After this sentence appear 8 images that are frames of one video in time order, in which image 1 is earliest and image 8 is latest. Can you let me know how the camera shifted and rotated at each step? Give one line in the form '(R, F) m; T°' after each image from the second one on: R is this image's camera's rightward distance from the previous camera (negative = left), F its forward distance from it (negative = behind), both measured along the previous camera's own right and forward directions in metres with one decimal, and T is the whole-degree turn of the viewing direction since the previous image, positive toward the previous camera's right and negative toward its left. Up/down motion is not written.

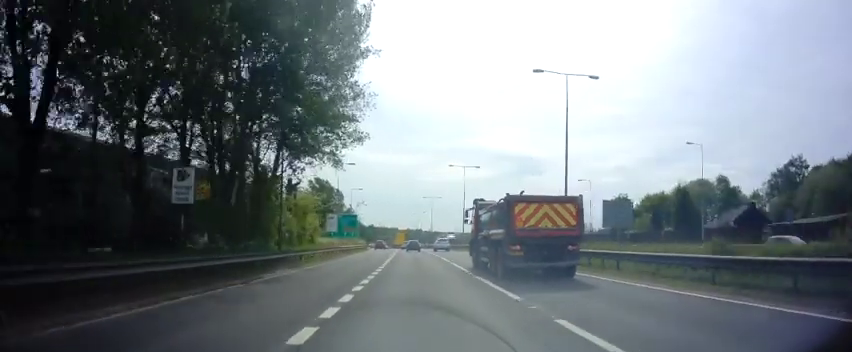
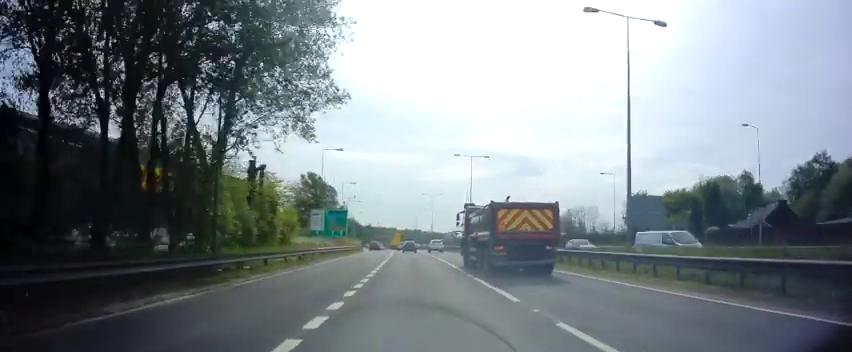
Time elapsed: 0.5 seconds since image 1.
(0.0, +9.2) m; 0°
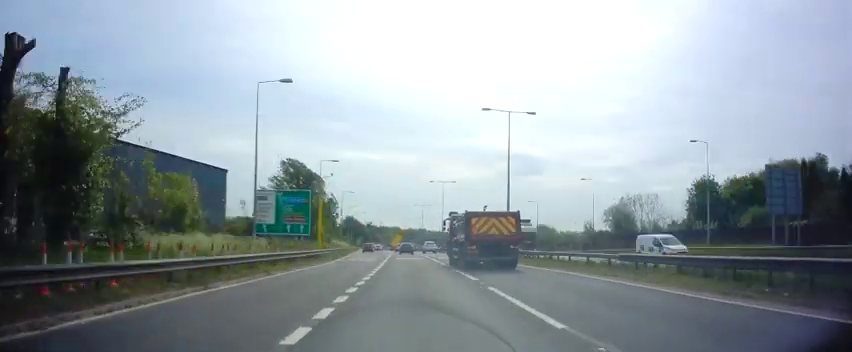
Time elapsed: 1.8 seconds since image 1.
(0.0, +21.3) m; 0°
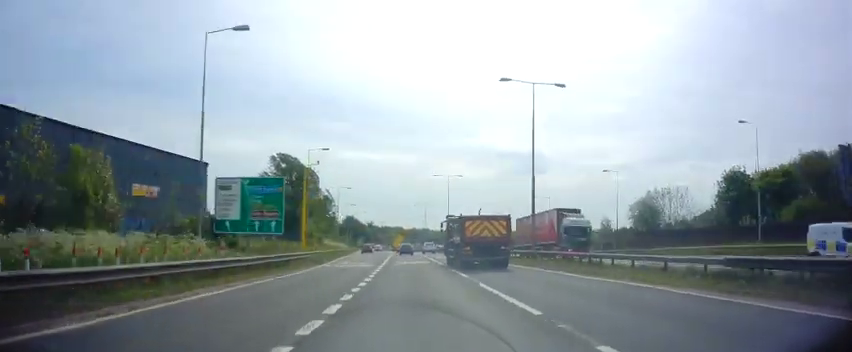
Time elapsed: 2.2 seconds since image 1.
(-0.2, +7.4) m; 0°
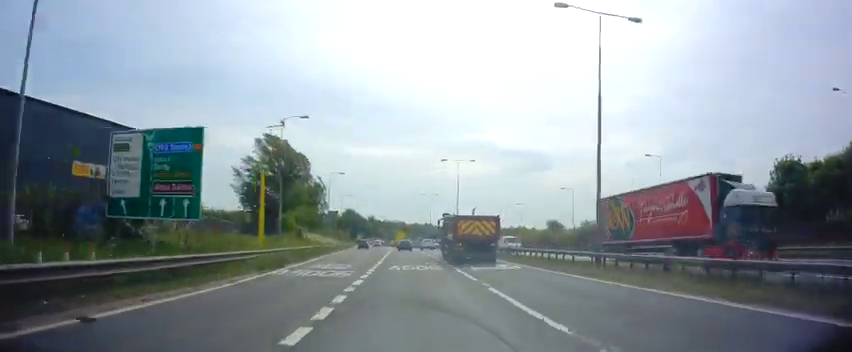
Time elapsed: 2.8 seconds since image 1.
(+0.1, +10.8) m; 0°
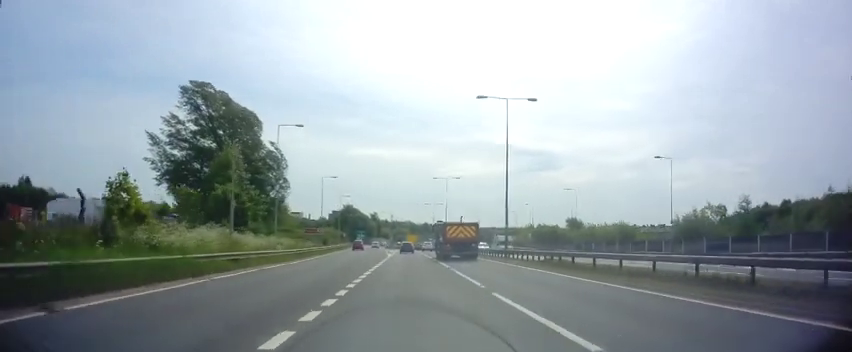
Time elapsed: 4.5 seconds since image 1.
(-0.5, +28.4) m; -4°
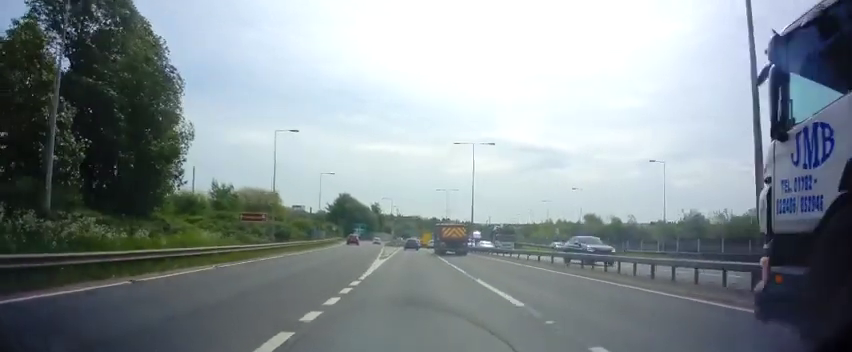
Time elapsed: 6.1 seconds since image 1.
(-0.1, +25.9) m; +2°
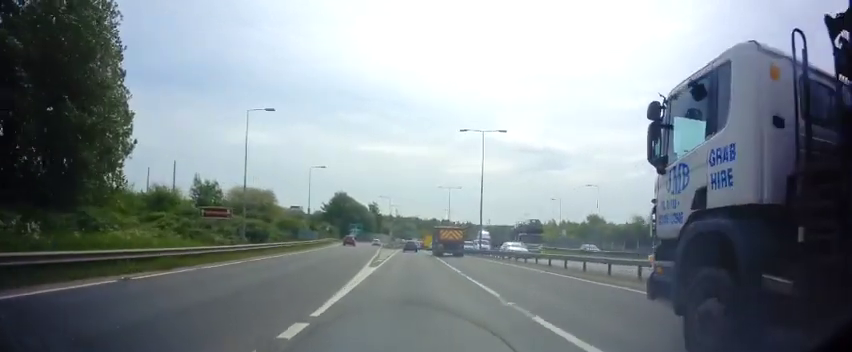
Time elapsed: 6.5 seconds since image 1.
(+0.1, +7.1) m; +1°
